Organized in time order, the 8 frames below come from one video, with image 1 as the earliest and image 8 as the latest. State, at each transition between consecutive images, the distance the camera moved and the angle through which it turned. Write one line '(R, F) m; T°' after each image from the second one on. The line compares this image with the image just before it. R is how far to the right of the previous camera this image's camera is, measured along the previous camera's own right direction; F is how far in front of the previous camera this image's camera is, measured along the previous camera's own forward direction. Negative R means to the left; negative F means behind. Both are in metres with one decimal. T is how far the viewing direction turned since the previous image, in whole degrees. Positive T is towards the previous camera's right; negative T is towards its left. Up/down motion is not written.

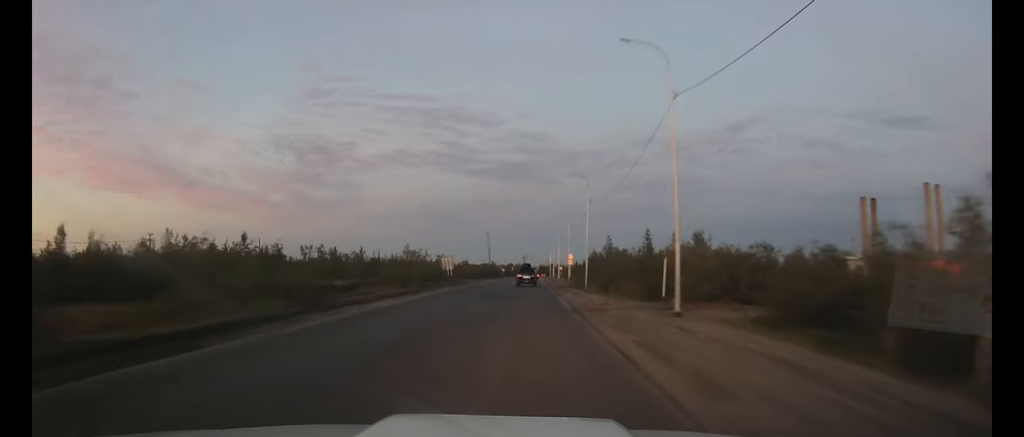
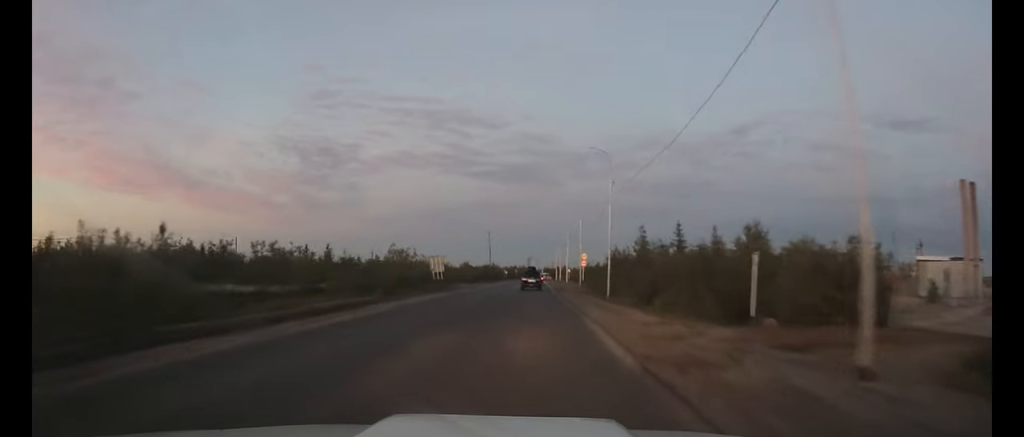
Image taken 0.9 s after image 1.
(0.0, +13.3) m; 0°
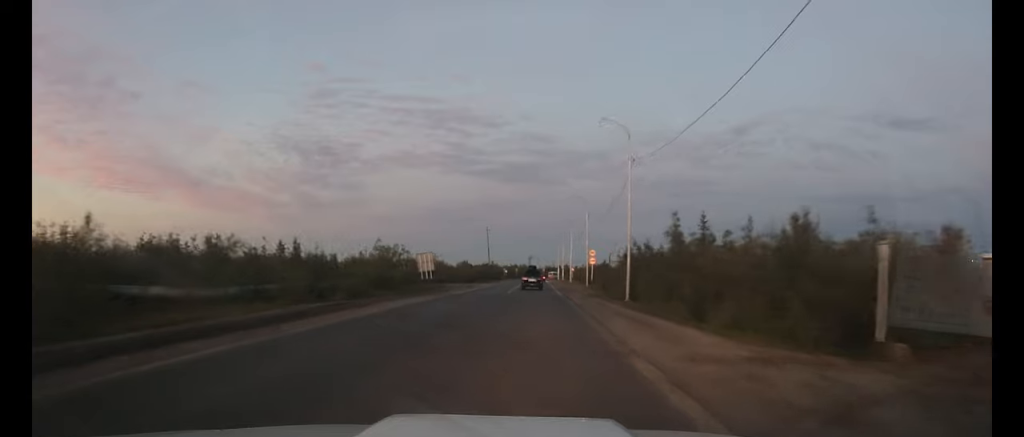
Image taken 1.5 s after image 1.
(0.0, +8.4) m; 0°
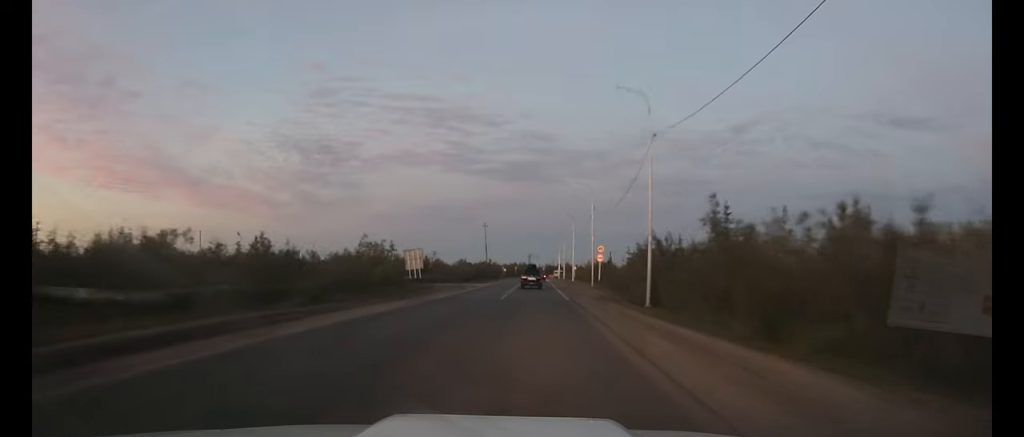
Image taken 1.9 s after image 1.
(0.0, +6.4) m; 0°
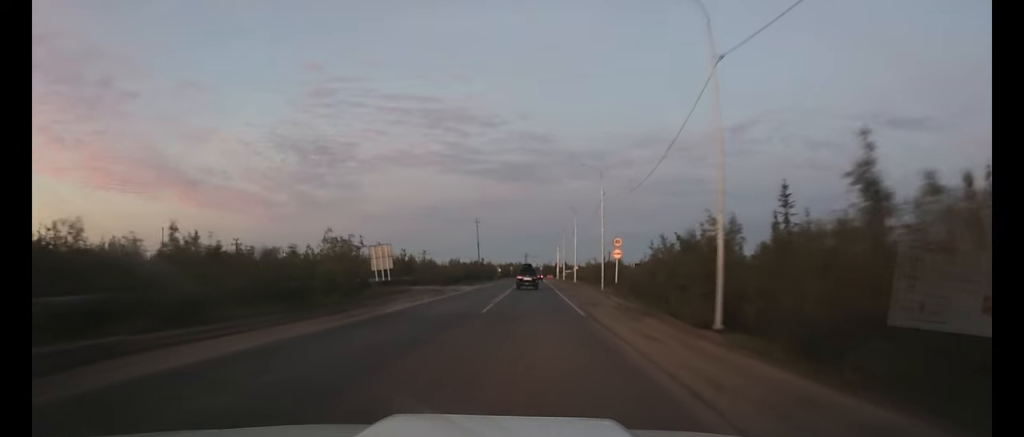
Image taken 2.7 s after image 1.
(0.0, +11.7) m; 0°
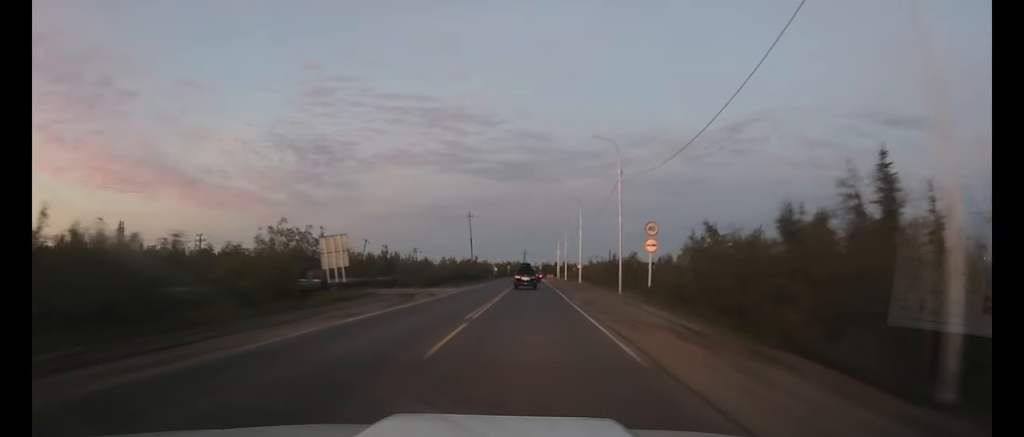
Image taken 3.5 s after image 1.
(+0.1, +11.2) m; 0°
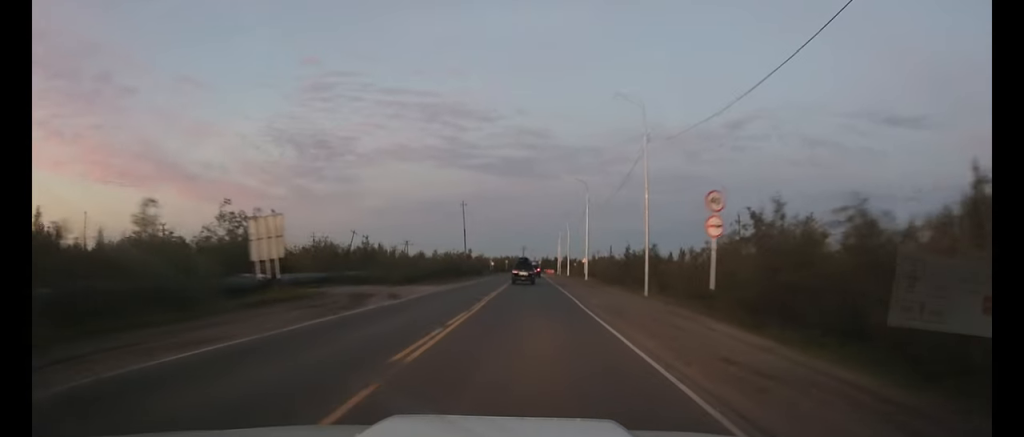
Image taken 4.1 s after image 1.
(0.0, +9.7) m; 0°
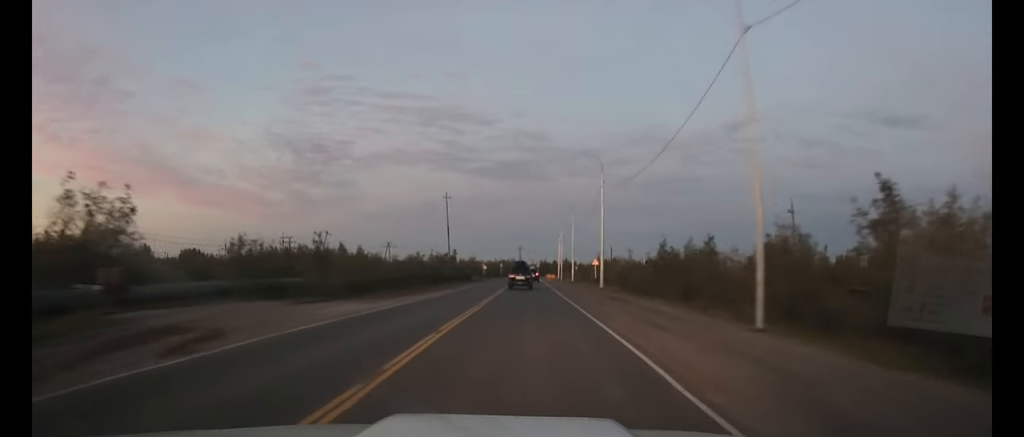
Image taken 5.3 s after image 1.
(0.0, +16.3) m; 0°
